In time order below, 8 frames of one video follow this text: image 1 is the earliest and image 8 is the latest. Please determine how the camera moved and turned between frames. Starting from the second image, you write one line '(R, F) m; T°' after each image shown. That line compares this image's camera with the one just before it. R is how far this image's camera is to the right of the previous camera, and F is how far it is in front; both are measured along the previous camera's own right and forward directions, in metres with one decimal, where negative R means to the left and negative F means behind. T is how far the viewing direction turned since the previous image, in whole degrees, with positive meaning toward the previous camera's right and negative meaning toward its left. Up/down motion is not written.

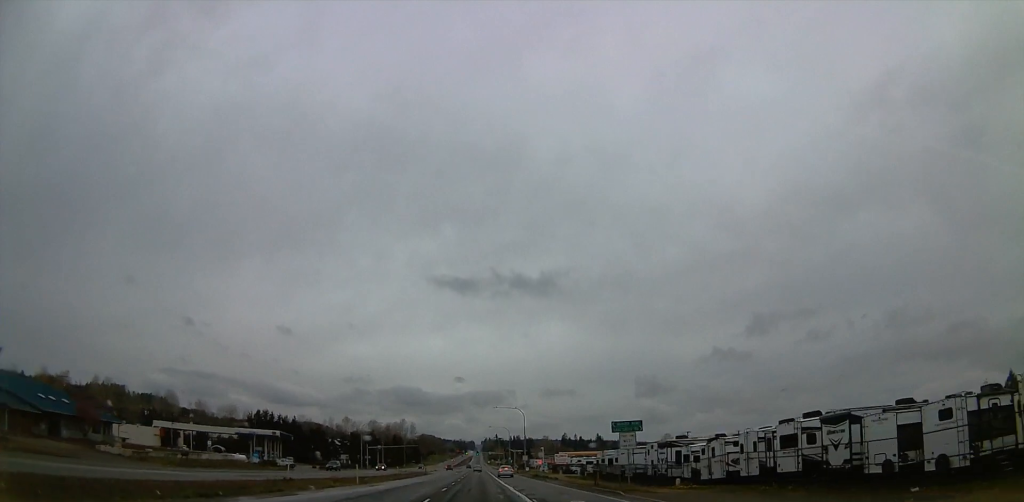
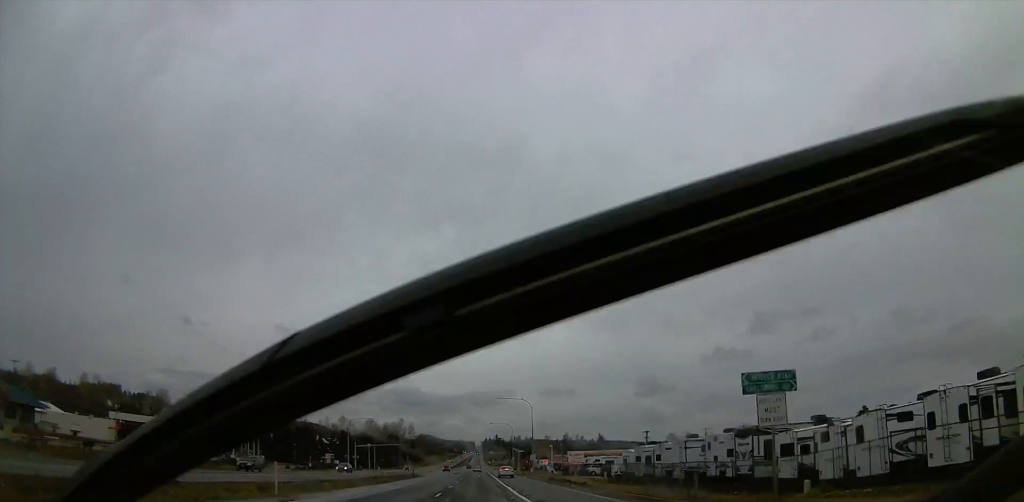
(+0.1, +18.2) m; 0°
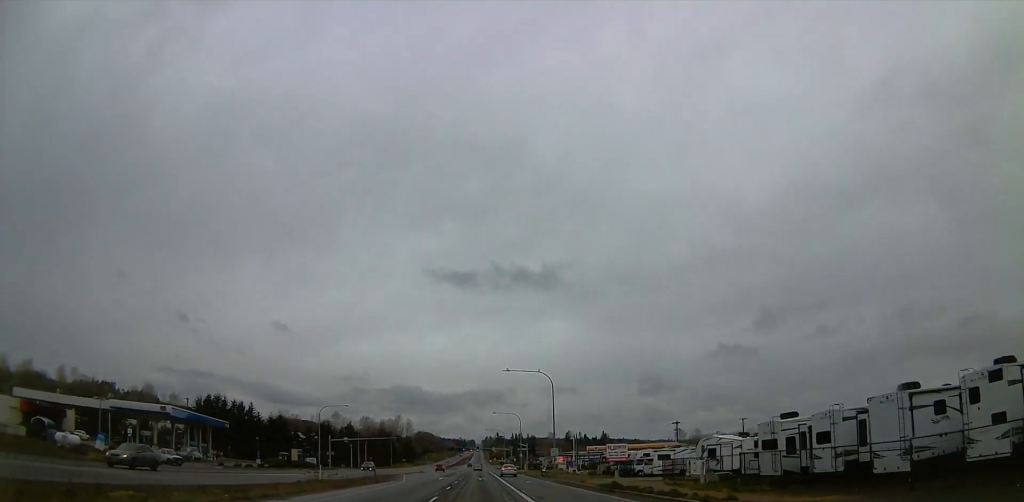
(-0.2, +31.6) m; -2°
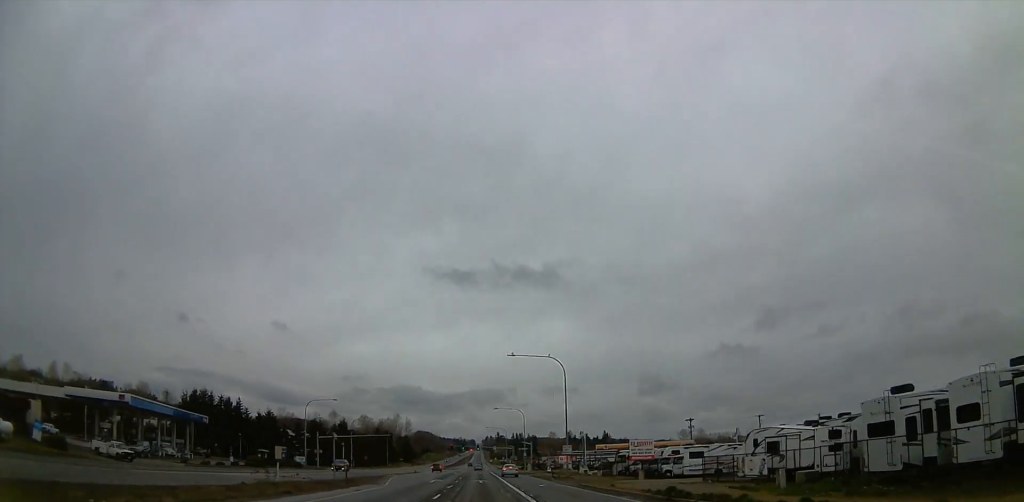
(-0.3, +12.7) m; 0°
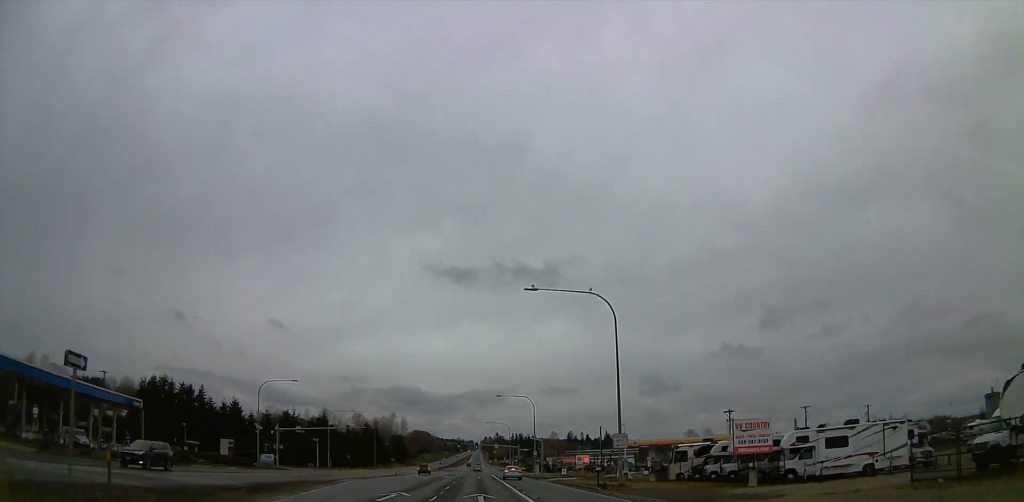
(+0.3, +30.8) m; +1°
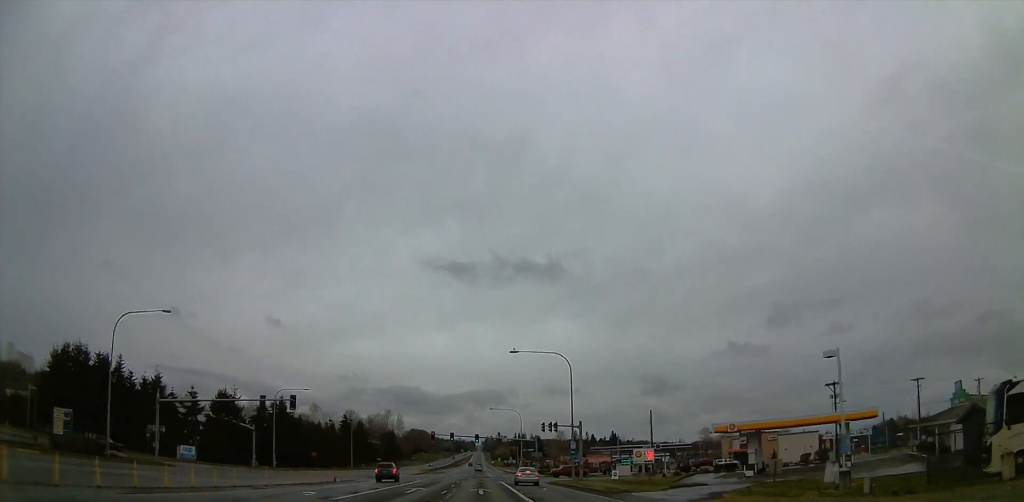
(-0.4, +44.8) m; -1°
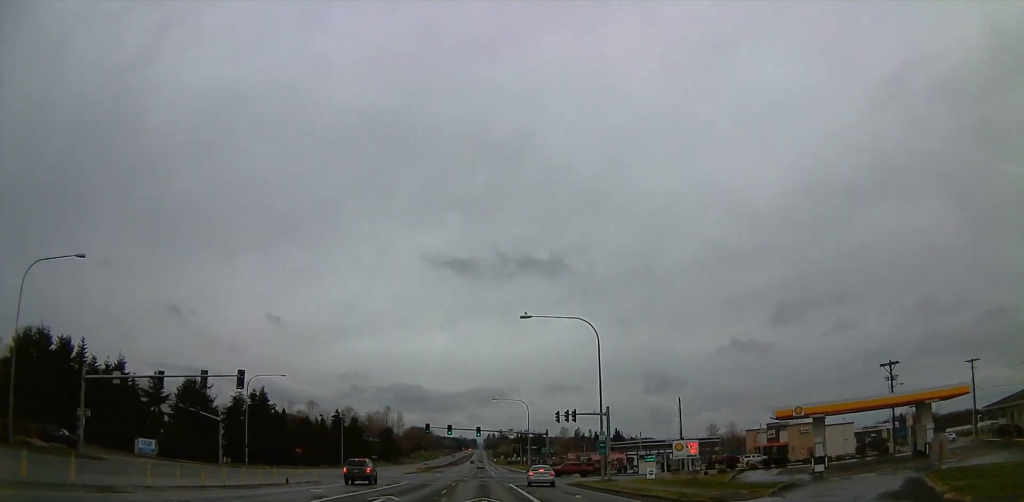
(0.0, +12.7) m; +1°
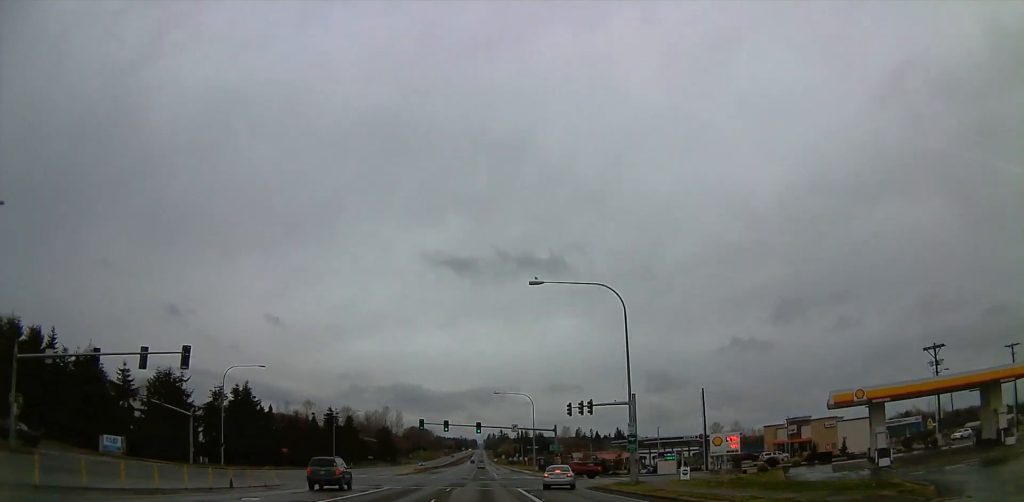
(0.0, +8.0) m; +1°
